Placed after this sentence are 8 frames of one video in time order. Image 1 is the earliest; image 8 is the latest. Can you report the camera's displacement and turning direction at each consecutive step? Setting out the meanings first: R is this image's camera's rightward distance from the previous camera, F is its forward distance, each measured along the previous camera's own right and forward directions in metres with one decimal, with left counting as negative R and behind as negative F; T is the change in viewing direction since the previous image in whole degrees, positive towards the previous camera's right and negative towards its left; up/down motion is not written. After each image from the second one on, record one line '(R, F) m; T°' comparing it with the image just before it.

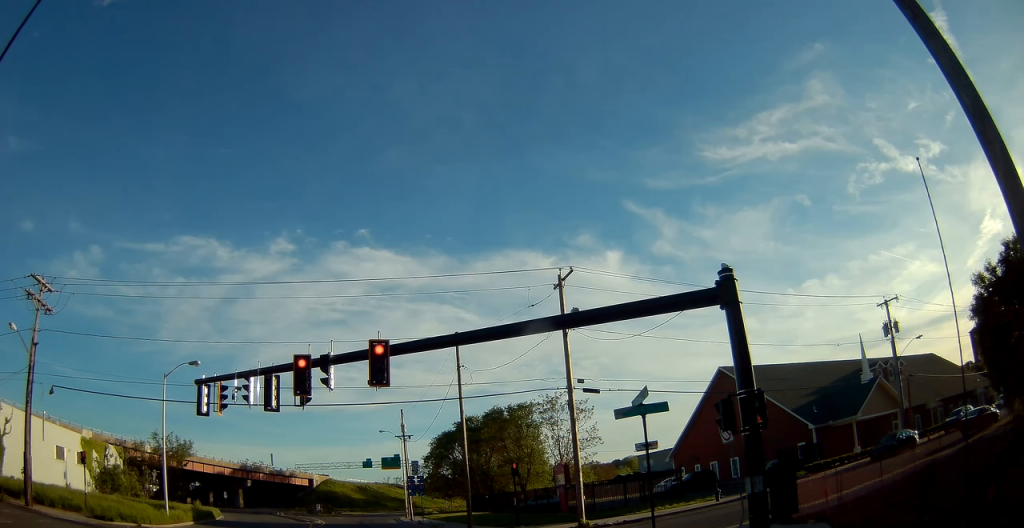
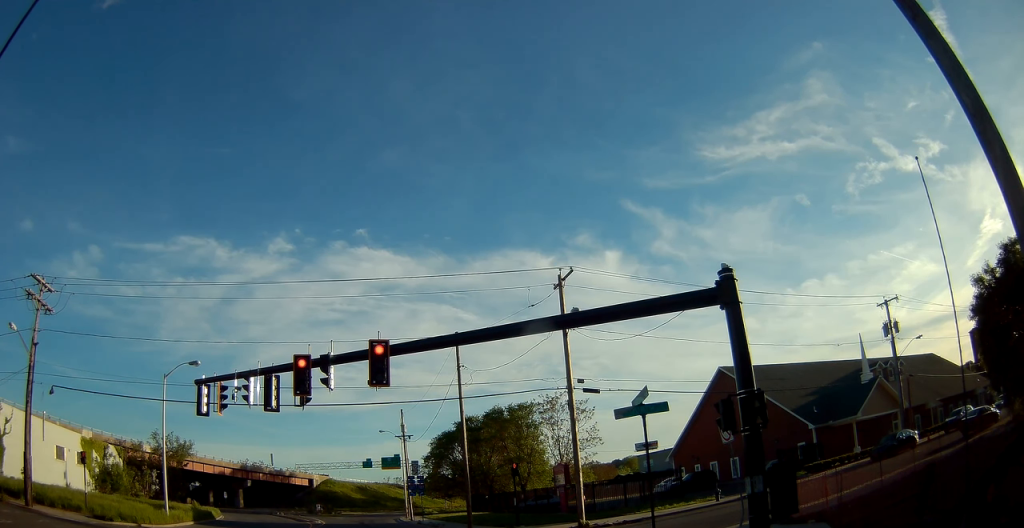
(0.0, 0.0) m; 0°
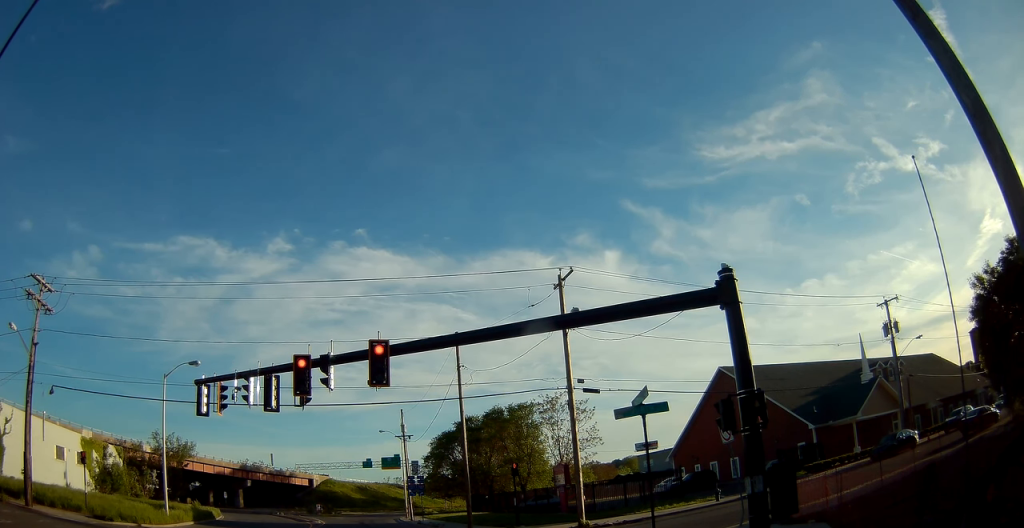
(0.0, 0.0) m; 0°
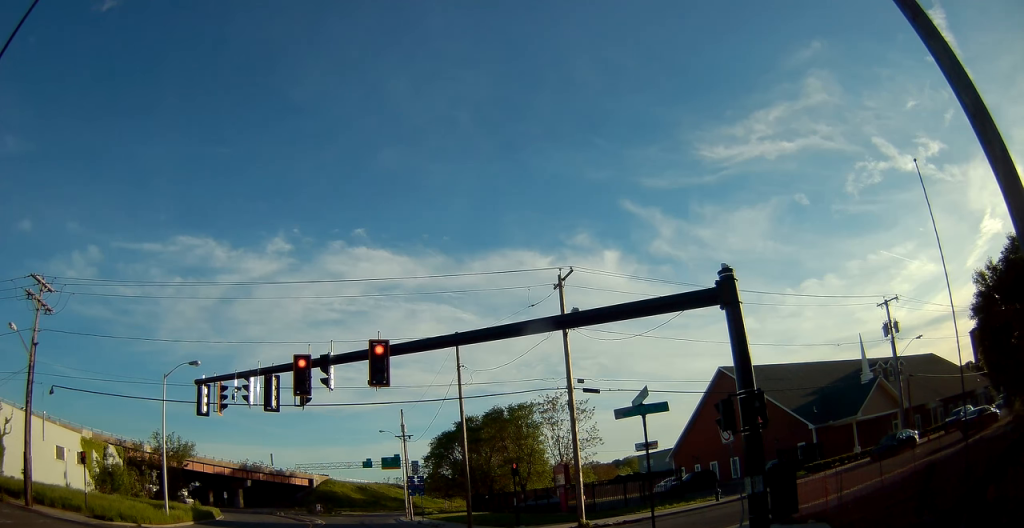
(0.0, 0.0) m; 0°
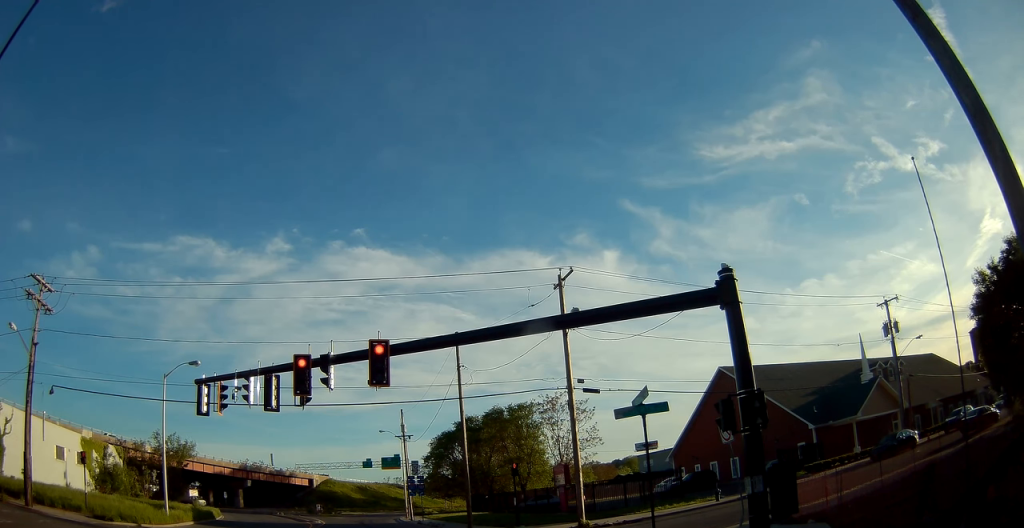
(0.0, 0.0) m; 0°
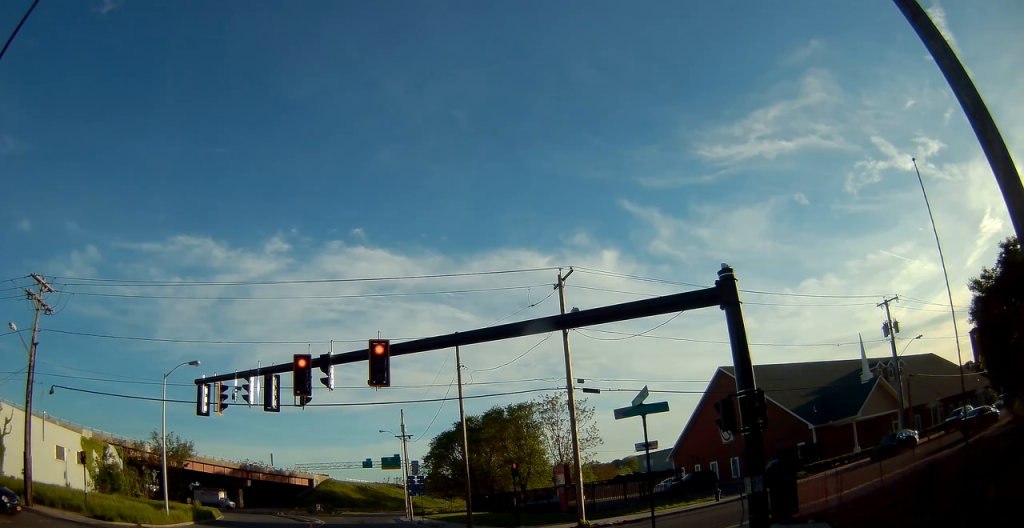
(0.0, 0.0) m; 0°
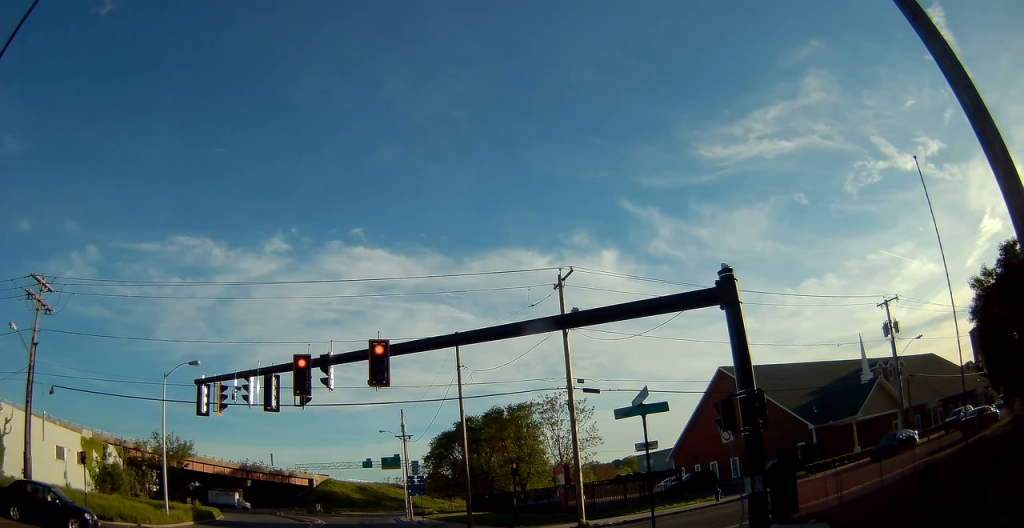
(0.0, 0.0) m; 0°
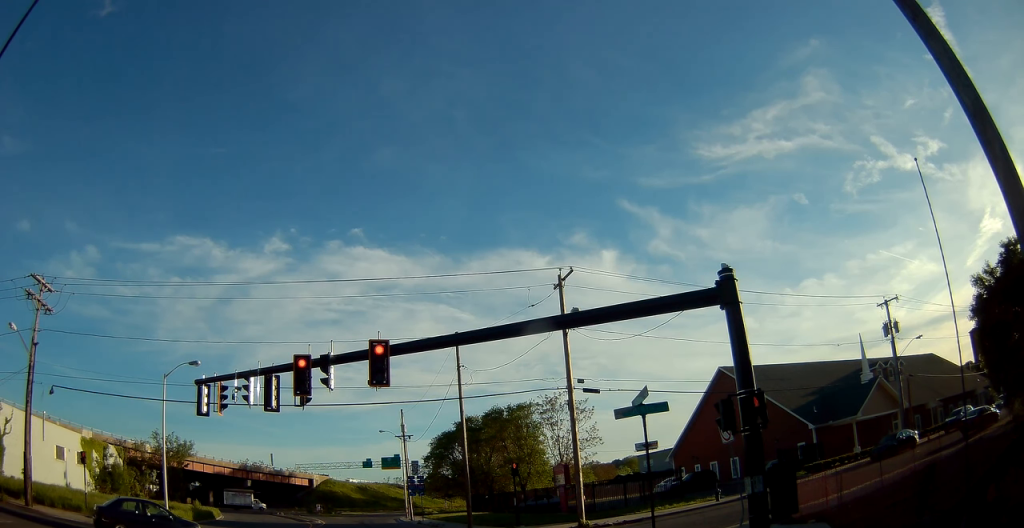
(0.0, 0.0) m; 0°
